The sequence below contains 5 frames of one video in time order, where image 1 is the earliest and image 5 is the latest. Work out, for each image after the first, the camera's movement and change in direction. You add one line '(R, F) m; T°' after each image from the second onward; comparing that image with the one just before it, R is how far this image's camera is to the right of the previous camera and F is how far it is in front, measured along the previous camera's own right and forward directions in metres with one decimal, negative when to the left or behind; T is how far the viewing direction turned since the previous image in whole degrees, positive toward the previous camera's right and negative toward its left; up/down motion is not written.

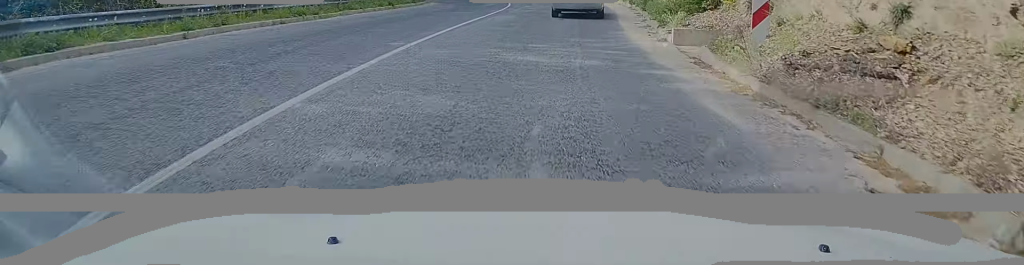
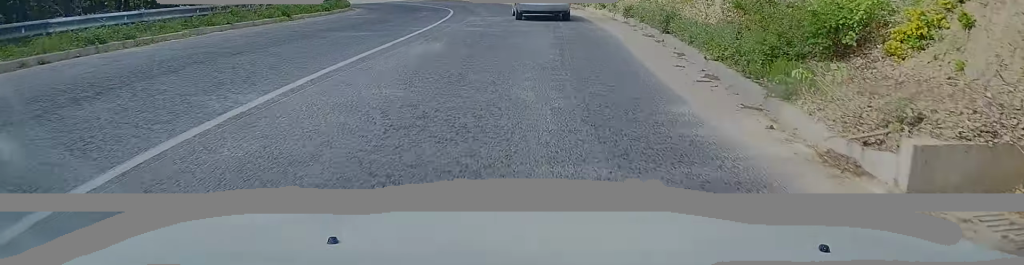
(+0.3, +10.1) m; +3°
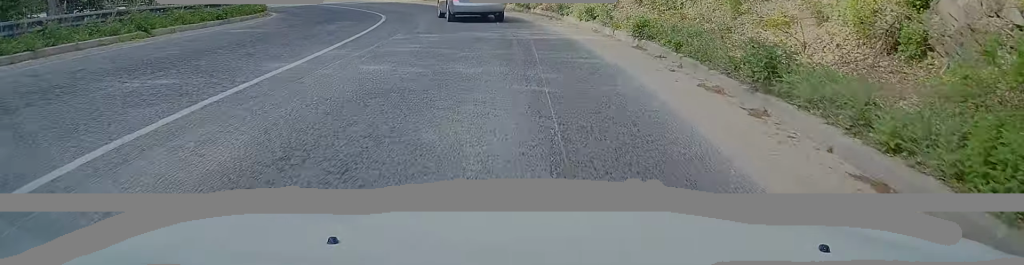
(+0.2, +8.1) m; +2°
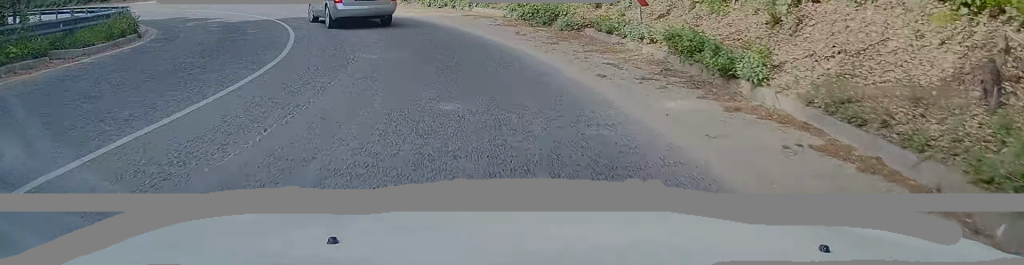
(-0.6, +19.5) m; -10°
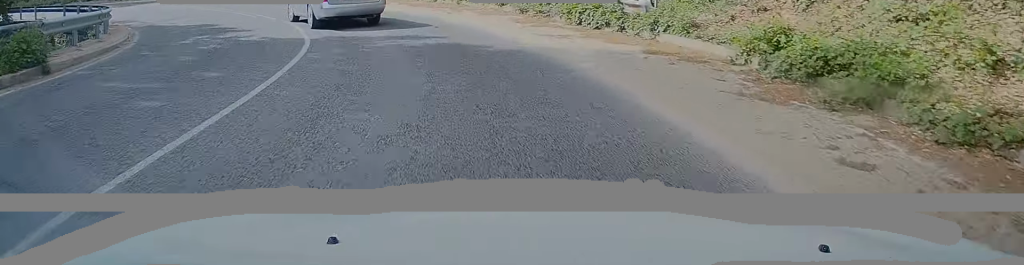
(-1.0, +9.5) m; -13°
